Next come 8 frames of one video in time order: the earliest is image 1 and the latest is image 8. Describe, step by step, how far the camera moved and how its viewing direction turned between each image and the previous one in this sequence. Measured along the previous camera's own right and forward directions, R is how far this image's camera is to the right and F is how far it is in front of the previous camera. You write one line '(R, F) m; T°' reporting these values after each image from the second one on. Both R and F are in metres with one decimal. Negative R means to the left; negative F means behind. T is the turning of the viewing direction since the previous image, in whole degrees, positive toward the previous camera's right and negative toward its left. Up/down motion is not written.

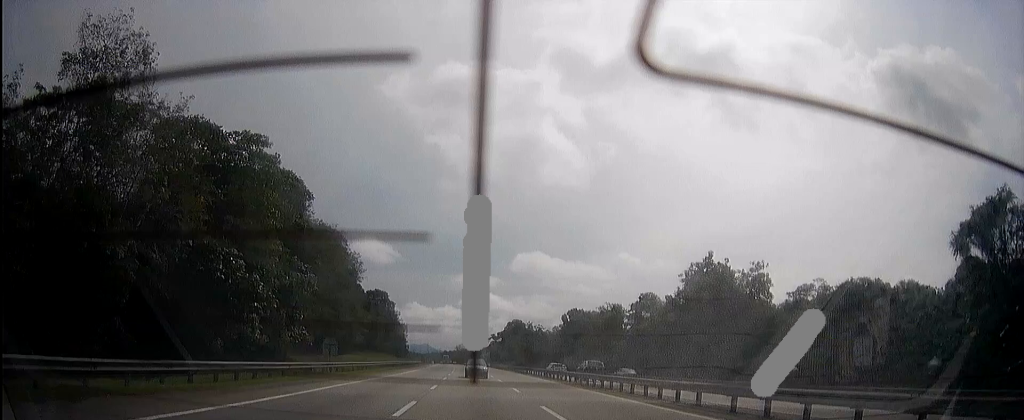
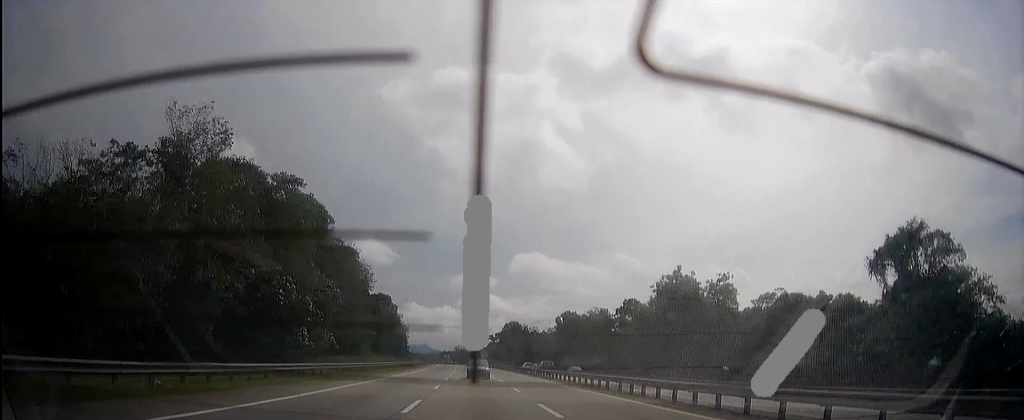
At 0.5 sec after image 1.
(0.0, +13.3) m; 0°
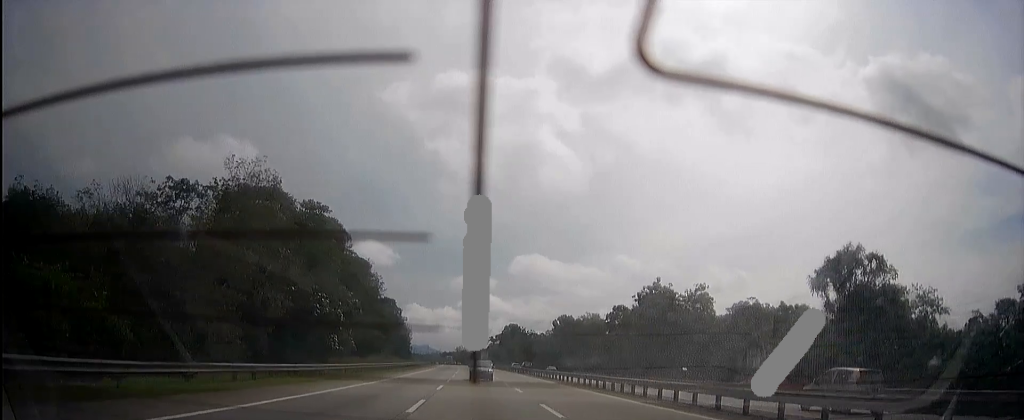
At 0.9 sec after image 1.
(0.0, +12.2) m; 0°
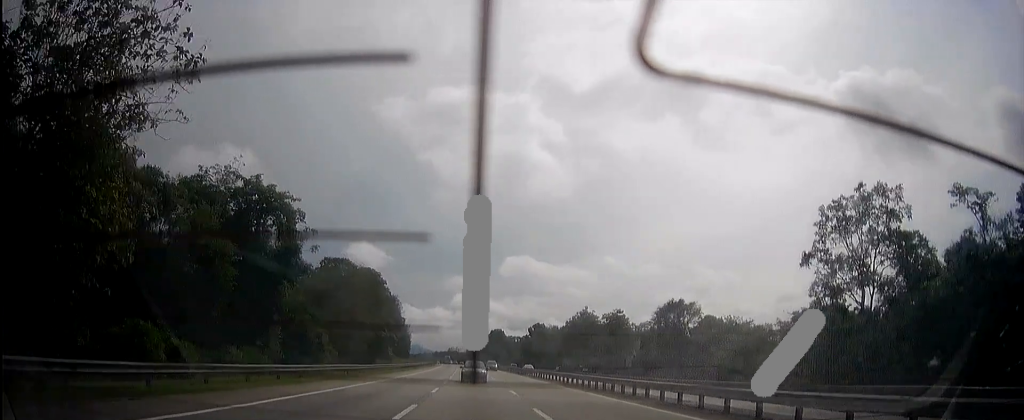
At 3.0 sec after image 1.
(-0.3, +57.5) m; -1°
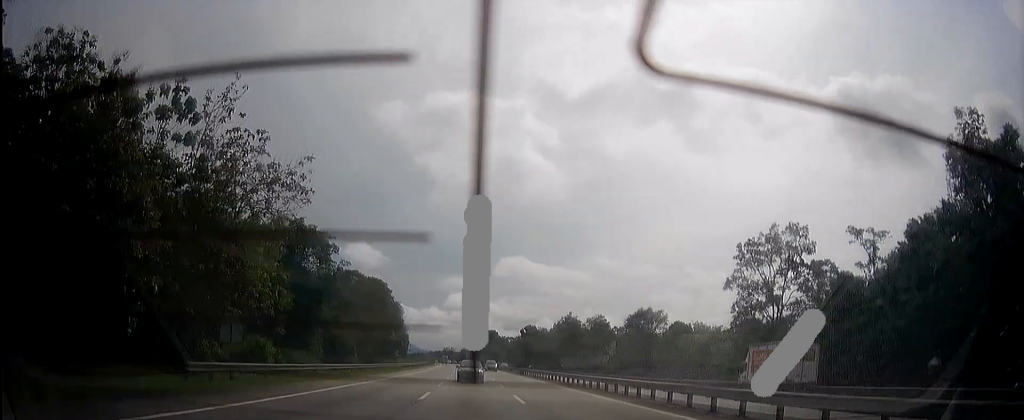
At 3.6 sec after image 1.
(0.0, +17.7) m; 0°
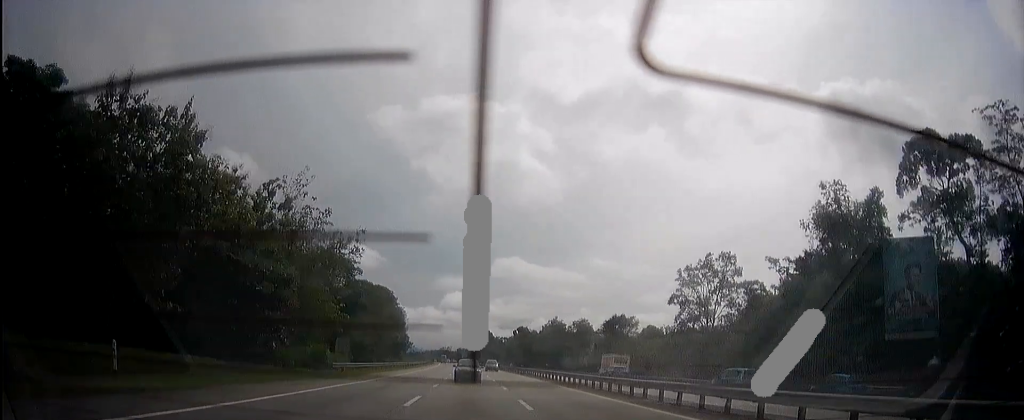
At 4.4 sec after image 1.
(-0.2, +21.0) m; -1°
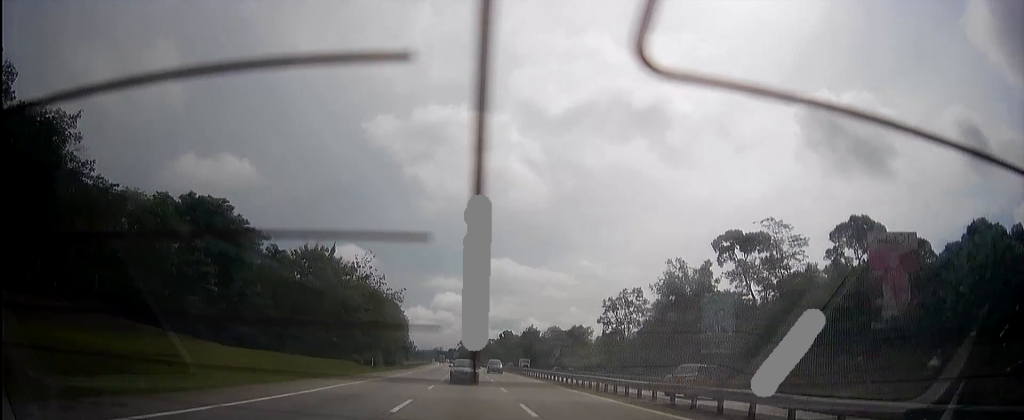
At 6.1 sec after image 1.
(-0.5, +47.5) m; -1°
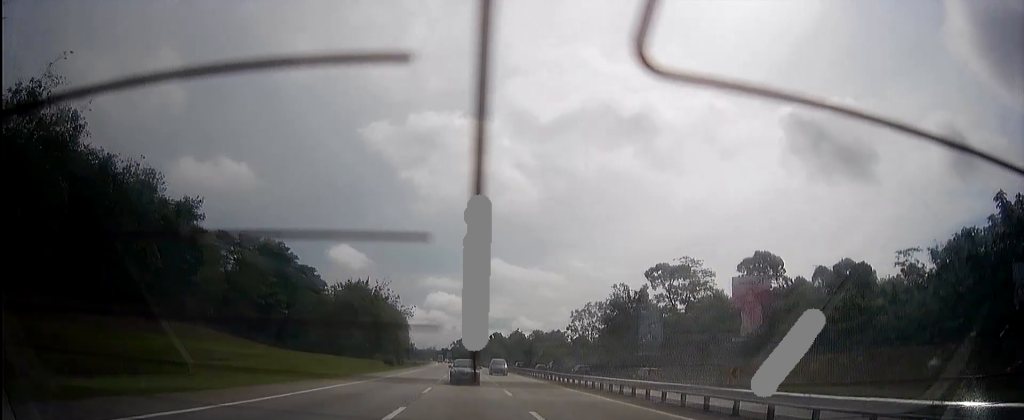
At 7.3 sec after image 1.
(-0.2, +33.1) m; -1°
